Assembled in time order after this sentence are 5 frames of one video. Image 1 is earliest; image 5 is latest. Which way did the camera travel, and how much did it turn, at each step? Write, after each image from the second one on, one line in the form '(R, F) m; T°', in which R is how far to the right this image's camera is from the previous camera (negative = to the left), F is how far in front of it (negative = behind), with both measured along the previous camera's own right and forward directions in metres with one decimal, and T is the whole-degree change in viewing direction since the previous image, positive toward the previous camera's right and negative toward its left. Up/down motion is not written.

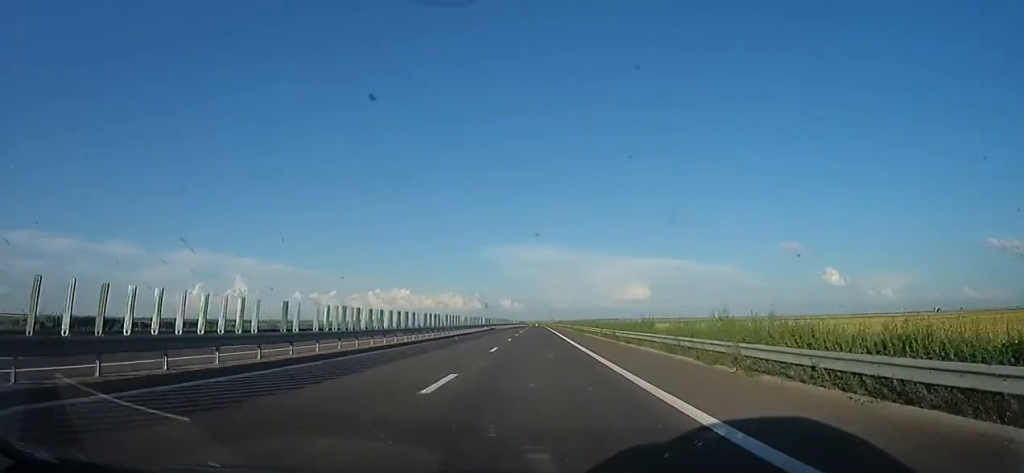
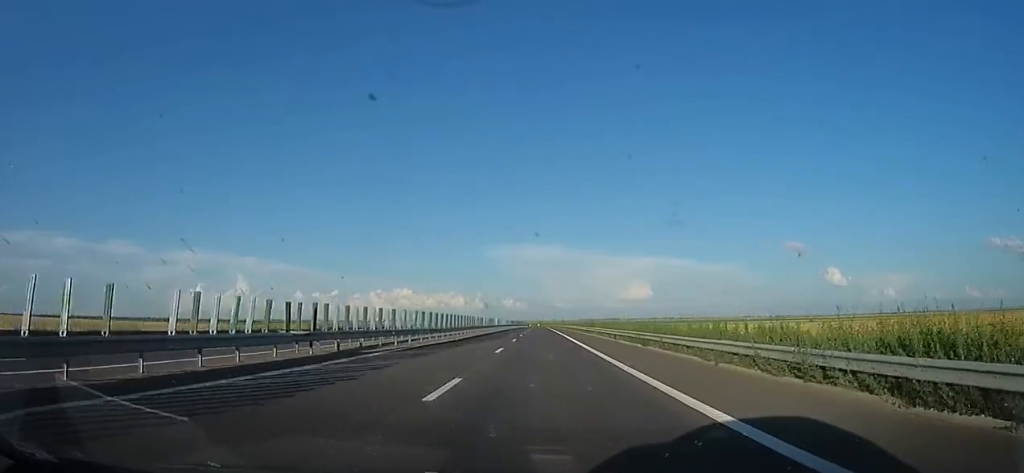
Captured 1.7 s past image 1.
(-1.1, +61.0) m; -2°
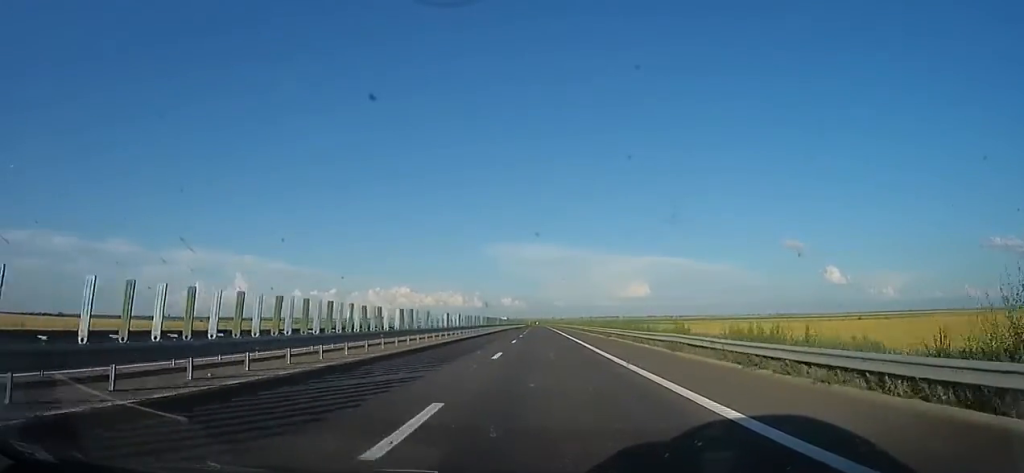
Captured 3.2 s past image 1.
(0.0, +51.5) m; +2°
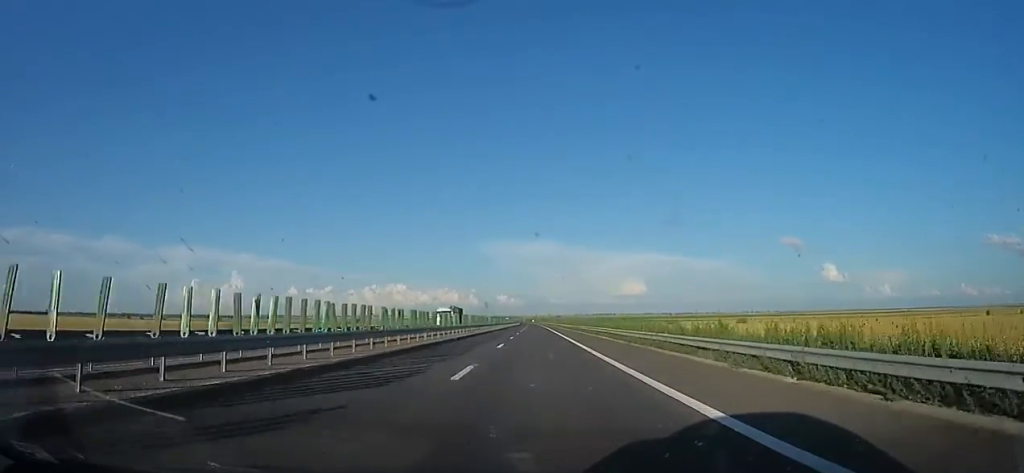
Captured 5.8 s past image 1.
(+0.3, +90.0) m; -1°
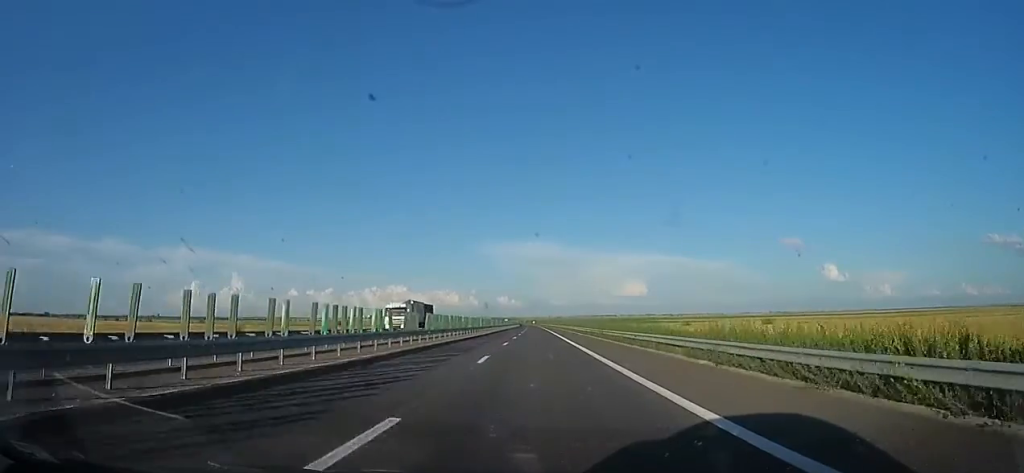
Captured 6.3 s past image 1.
(-0.1, +19.1) m; +1°
